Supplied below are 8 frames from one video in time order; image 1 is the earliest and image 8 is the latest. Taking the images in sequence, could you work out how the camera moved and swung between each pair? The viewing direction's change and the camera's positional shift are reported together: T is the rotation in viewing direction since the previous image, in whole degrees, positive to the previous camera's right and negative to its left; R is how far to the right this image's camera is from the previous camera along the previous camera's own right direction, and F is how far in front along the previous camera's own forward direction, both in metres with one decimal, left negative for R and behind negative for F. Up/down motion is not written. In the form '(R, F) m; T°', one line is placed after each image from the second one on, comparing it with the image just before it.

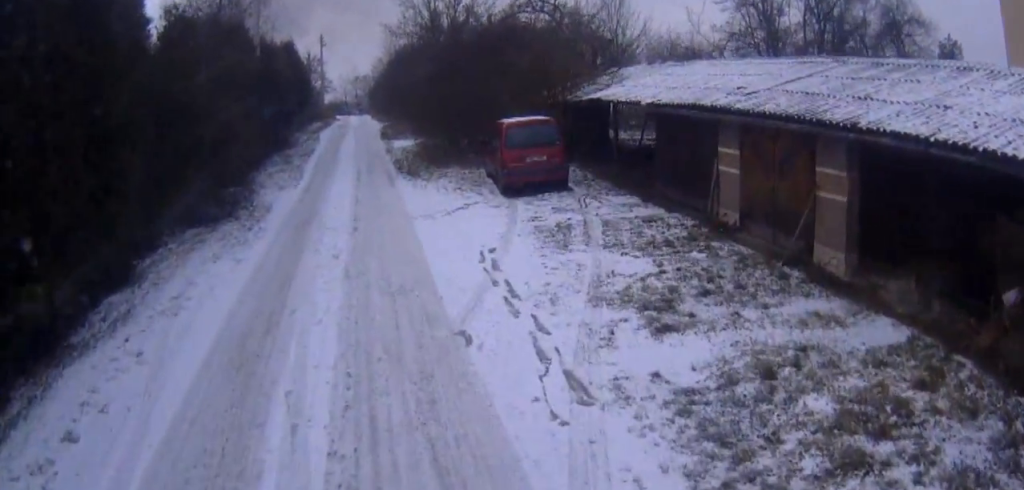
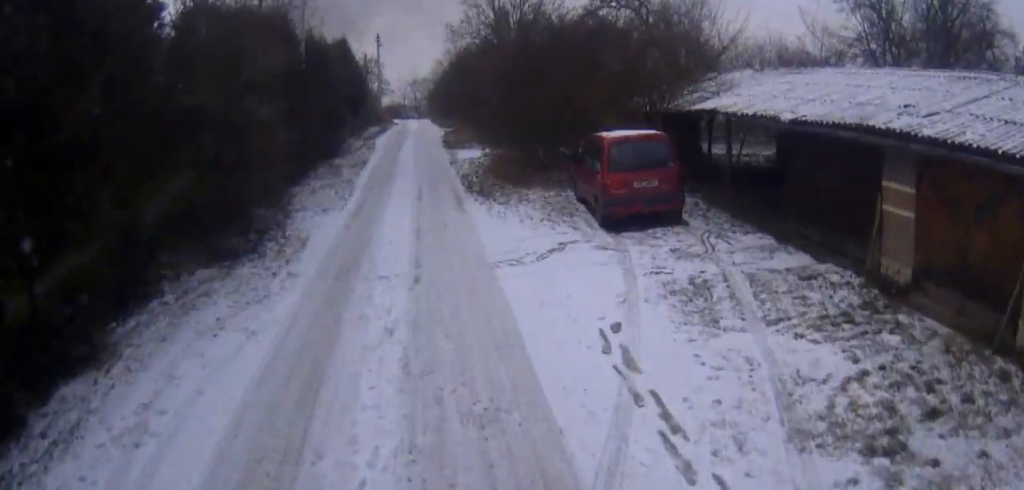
(-0.4, +4.1) m; -11°
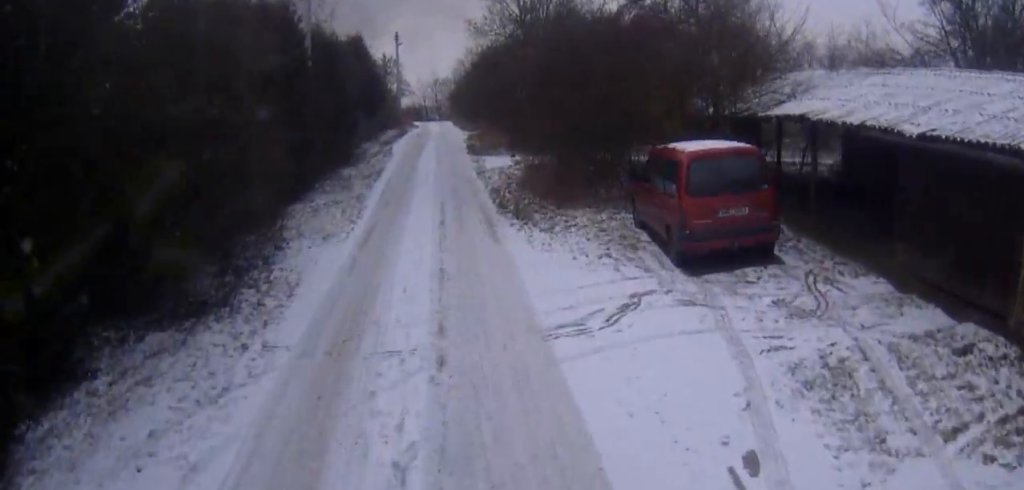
(-0.3, +3.0) m; -1°
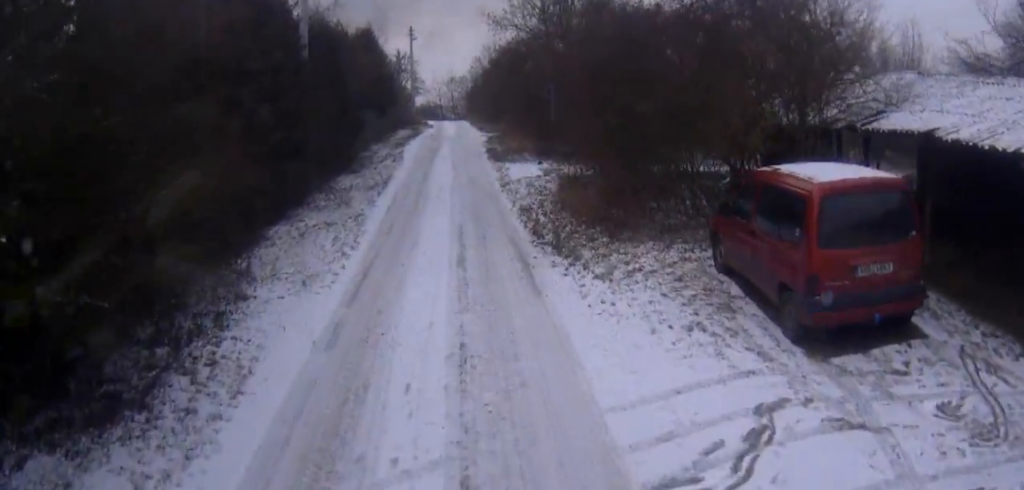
(-0.2, +3.0) m; +1°
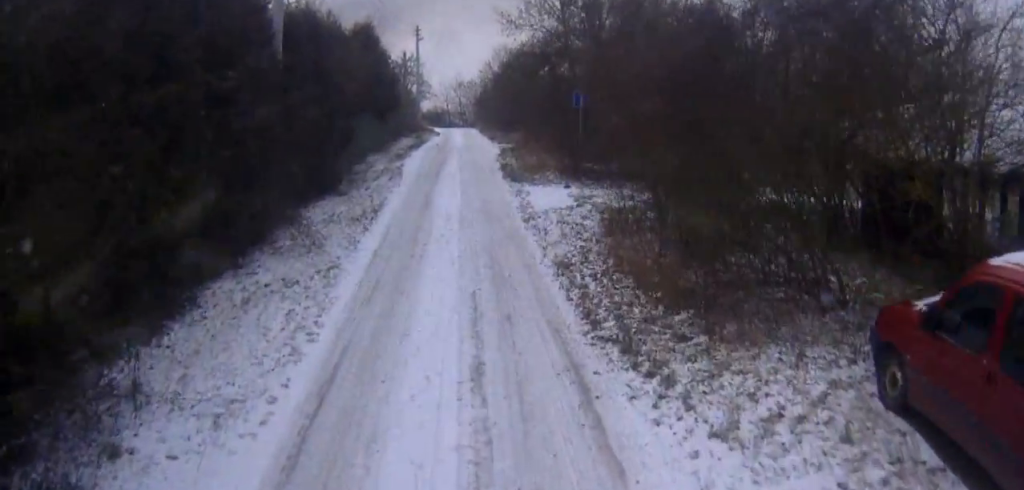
(+0.4, +3.8) m; +4°
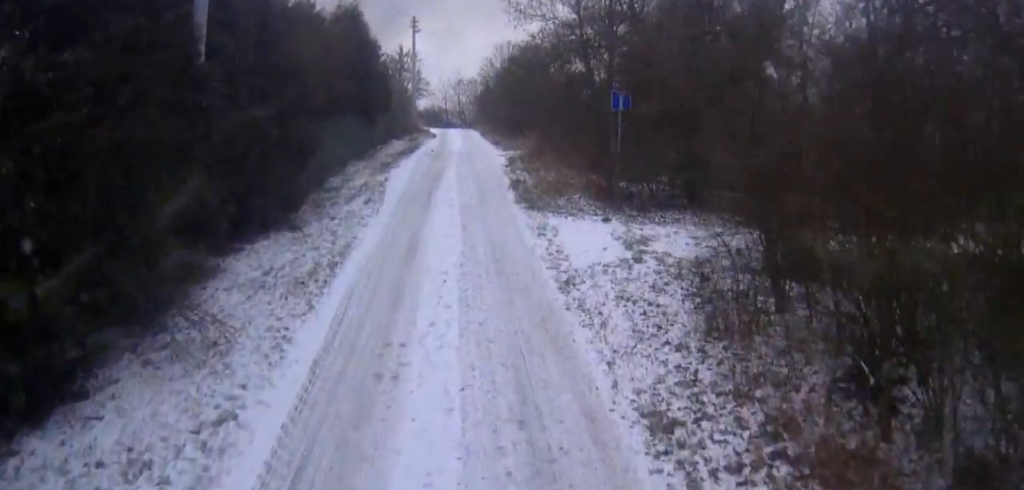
(+0.1, +4.8) m; -6°
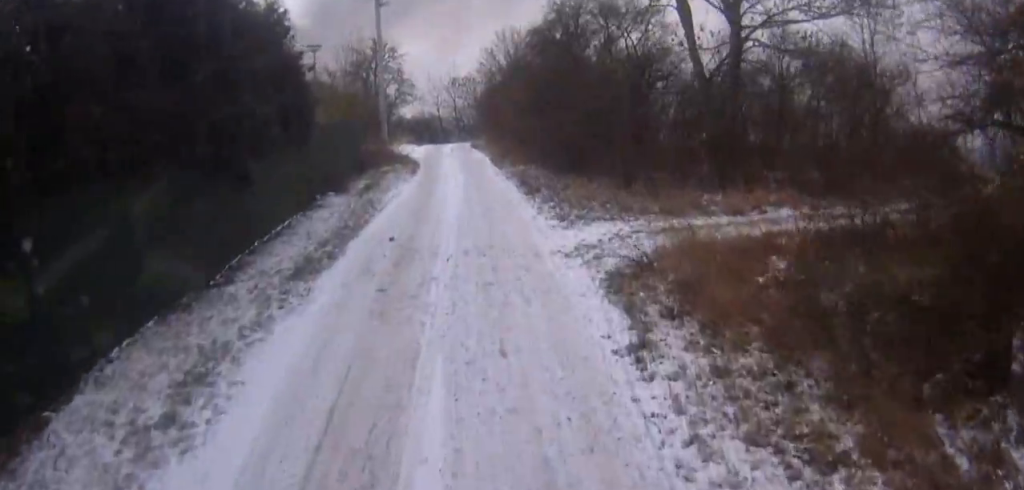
(-2.1, +17.3) m; -6°
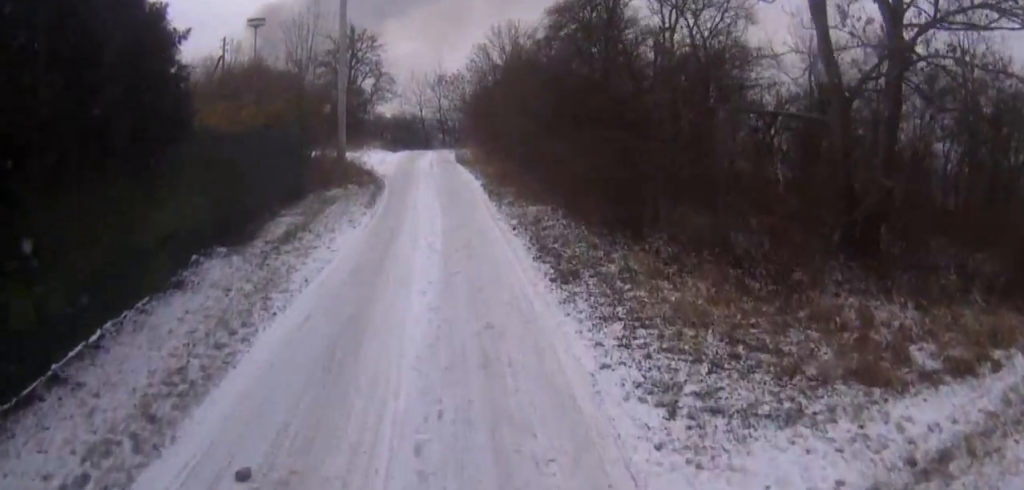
(-0.3, +7.7) m; -2°
